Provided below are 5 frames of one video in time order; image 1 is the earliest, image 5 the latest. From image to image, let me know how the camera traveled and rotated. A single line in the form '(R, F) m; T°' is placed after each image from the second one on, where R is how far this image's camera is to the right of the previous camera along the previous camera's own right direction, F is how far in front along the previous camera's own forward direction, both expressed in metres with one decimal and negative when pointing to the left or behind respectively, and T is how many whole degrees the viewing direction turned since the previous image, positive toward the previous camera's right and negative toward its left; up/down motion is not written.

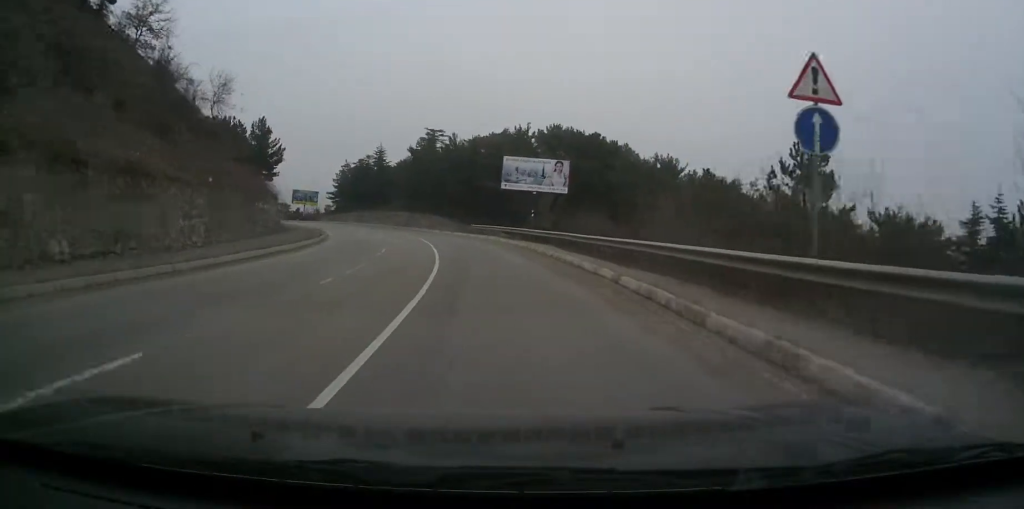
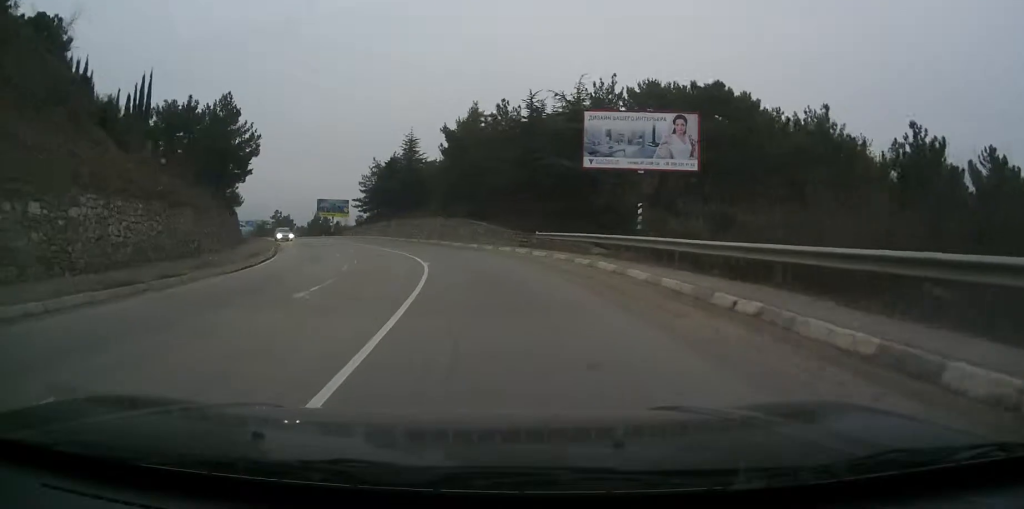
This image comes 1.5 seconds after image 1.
(-0.8, +25.5) m; -6°
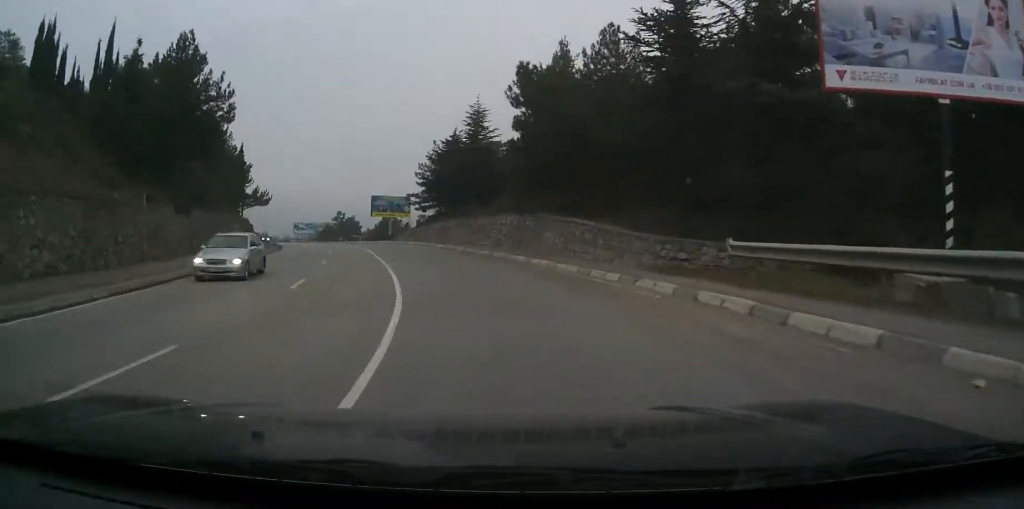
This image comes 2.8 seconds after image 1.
(-1.3, +20.6) m; -7°
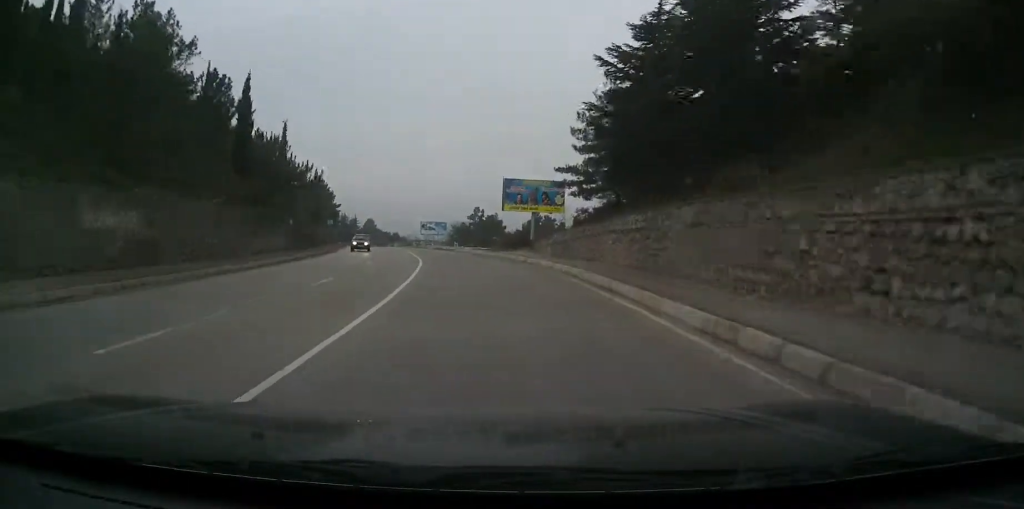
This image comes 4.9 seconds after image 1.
(-3.7, +33.7) m; -11°
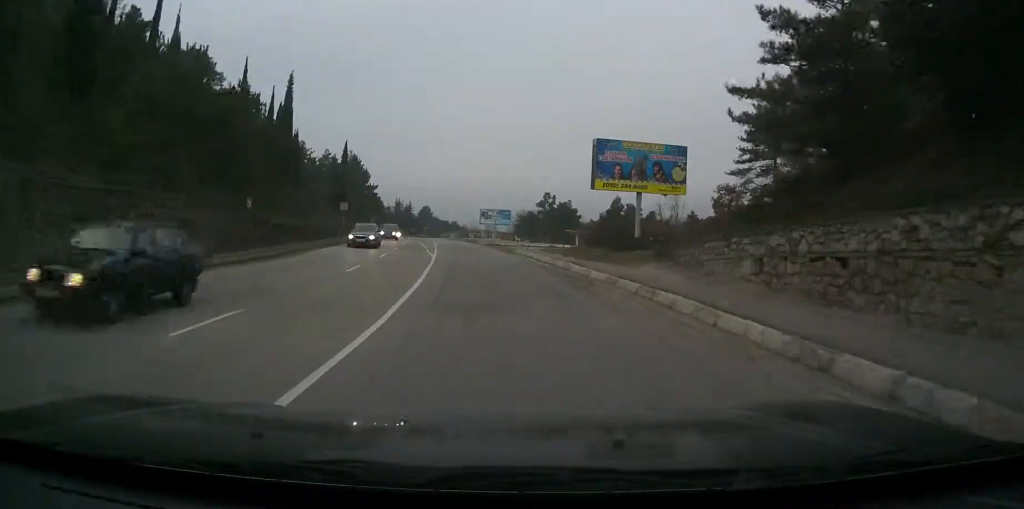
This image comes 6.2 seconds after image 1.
(-1.7, +23.1) m; -7°
